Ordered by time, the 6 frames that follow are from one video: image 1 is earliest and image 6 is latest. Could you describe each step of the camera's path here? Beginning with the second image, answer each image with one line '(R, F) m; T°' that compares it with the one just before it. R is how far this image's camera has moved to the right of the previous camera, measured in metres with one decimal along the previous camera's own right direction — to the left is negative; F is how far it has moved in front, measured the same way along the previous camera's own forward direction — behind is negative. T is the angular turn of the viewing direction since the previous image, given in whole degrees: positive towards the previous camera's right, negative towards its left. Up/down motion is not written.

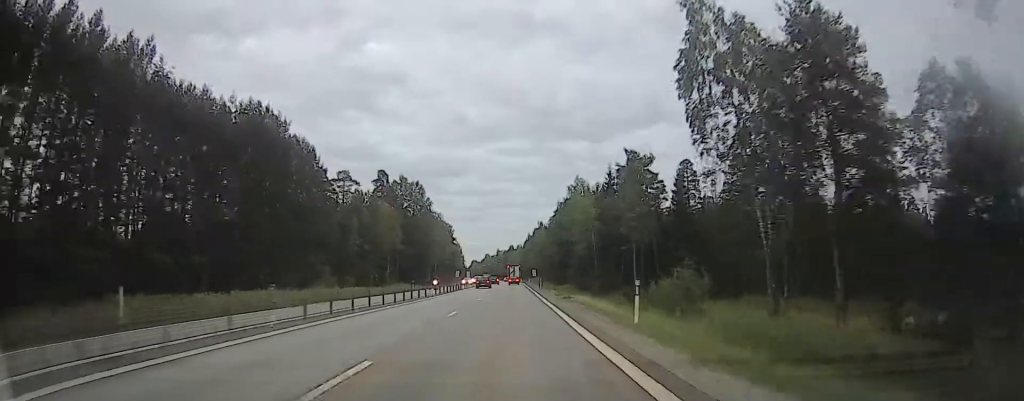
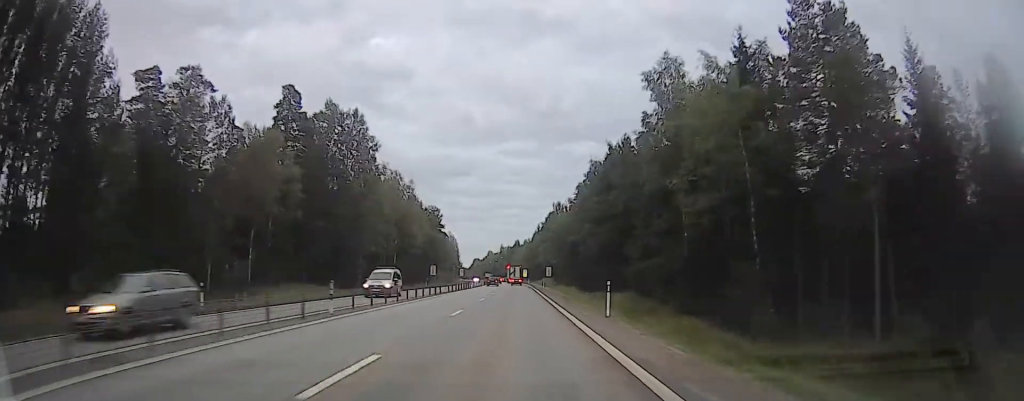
(-0.6, +47.4) m; -2°
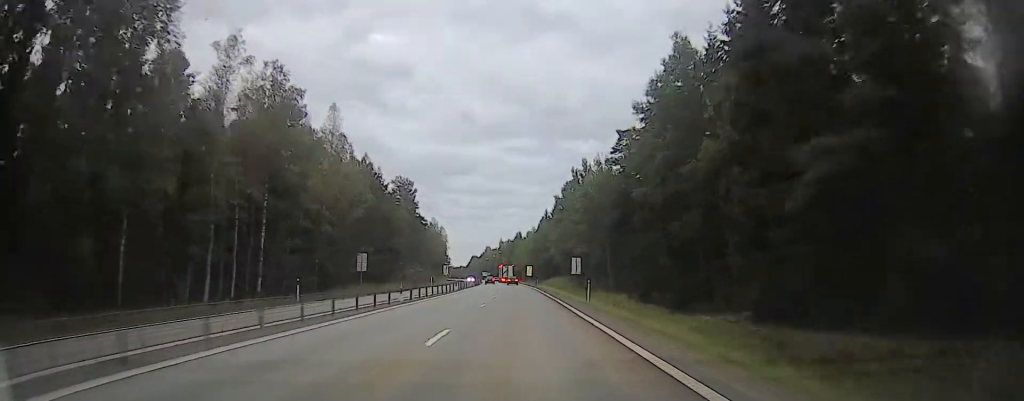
(0.0, +42.9) m; +1°
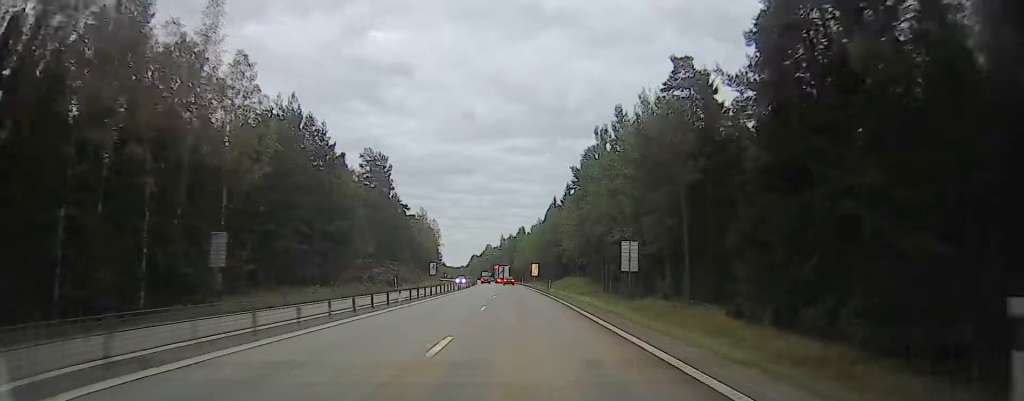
(+0.1, +25.2) m; 0°
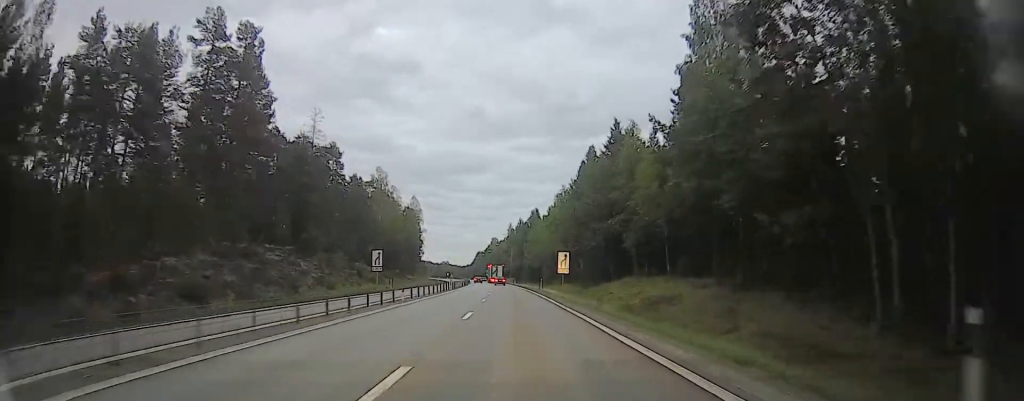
(-0.1, +51.8) m; 0°
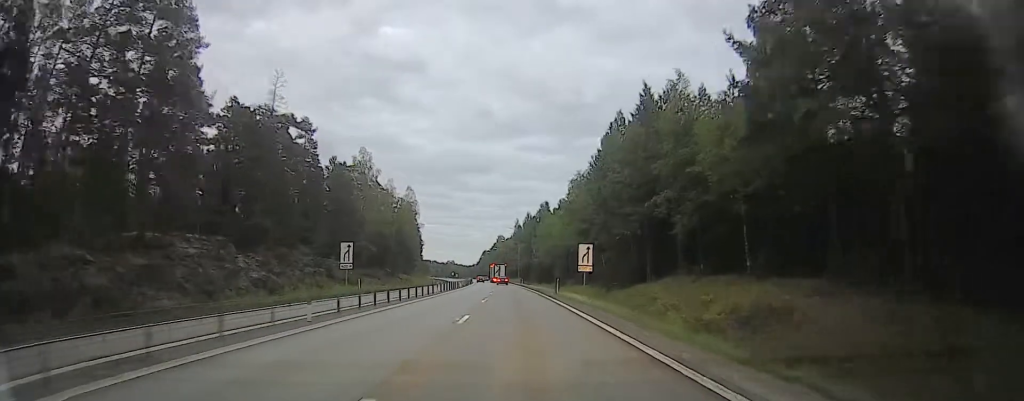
(+0.2, +14.0) m; -1°
